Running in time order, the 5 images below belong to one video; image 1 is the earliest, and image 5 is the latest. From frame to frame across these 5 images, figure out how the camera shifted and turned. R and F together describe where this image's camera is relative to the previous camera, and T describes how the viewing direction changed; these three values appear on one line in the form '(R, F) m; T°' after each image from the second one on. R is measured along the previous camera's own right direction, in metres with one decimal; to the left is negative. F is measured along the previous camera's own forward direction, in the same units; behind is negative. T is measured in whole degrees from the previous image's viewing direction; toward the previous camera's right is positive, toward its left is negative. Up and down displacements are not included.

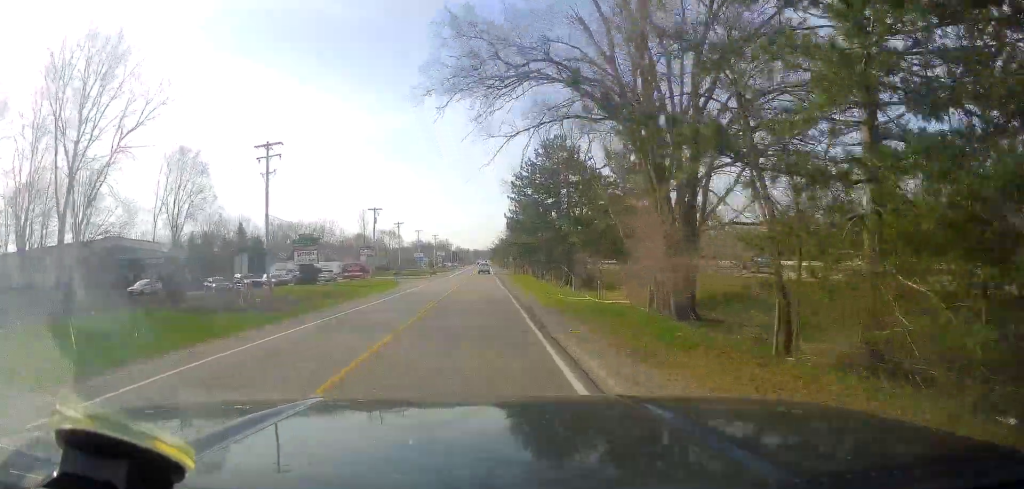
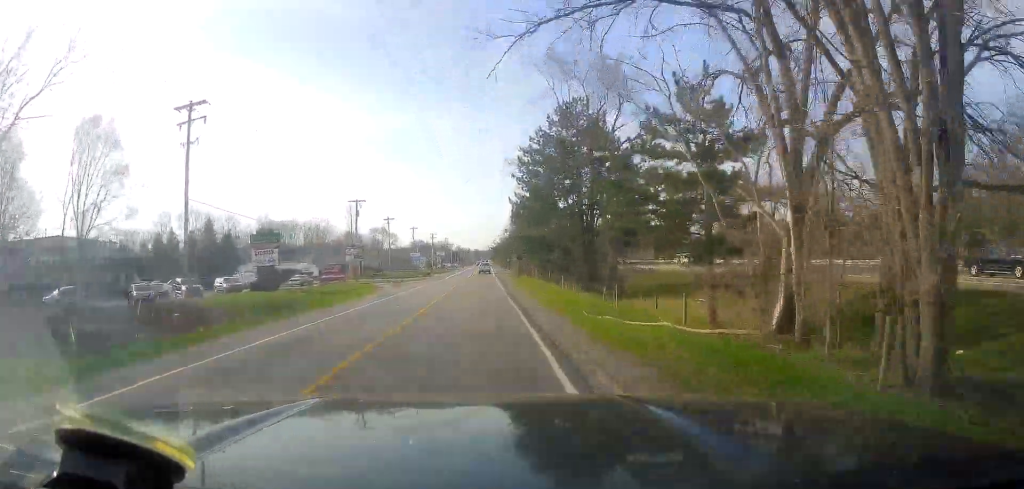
(+0.2, +13.5) m; 0°
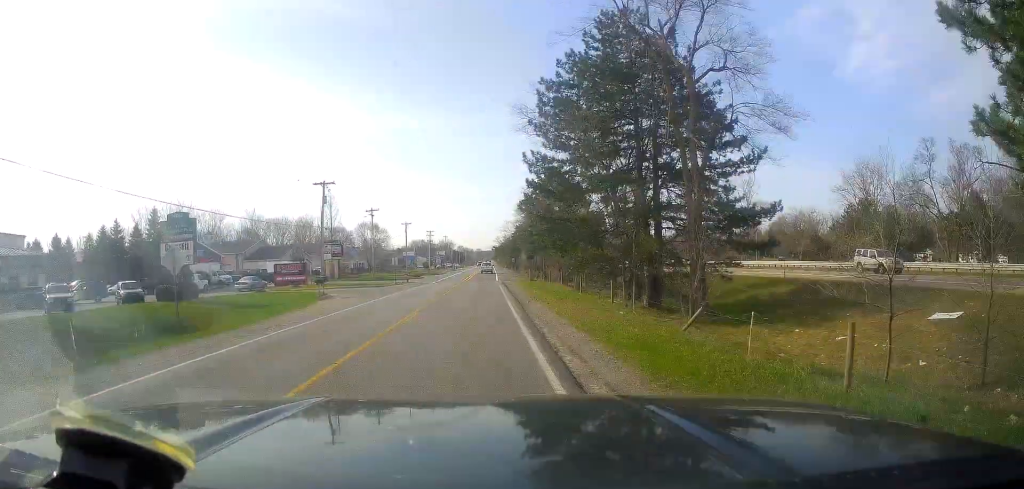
(-0.2, +17.6) m; -1°
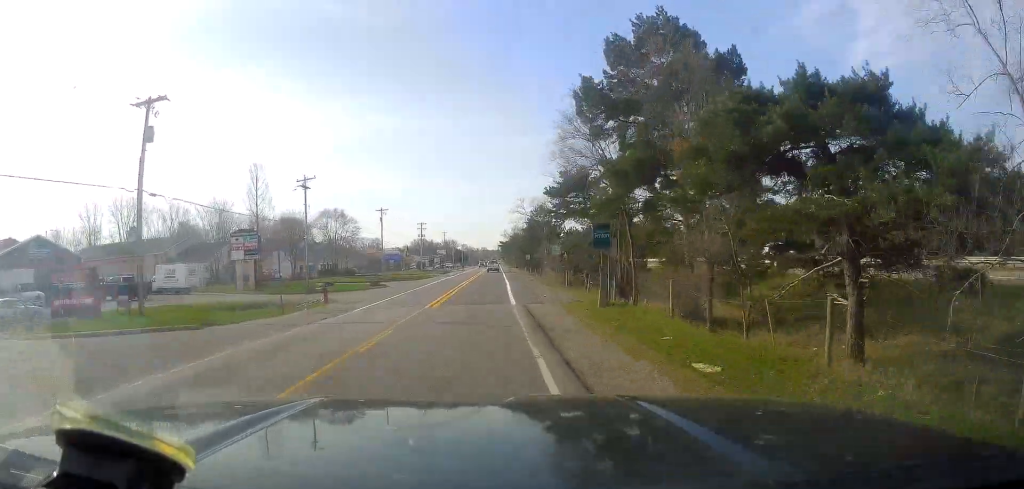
(-0.8, +35.7) m; 0°
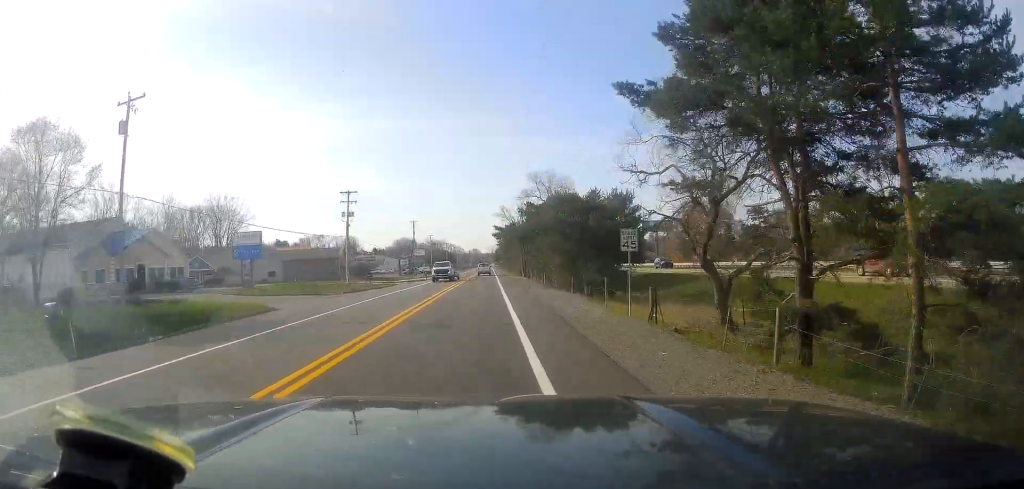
(+1.5, +71.6) m; 0°
